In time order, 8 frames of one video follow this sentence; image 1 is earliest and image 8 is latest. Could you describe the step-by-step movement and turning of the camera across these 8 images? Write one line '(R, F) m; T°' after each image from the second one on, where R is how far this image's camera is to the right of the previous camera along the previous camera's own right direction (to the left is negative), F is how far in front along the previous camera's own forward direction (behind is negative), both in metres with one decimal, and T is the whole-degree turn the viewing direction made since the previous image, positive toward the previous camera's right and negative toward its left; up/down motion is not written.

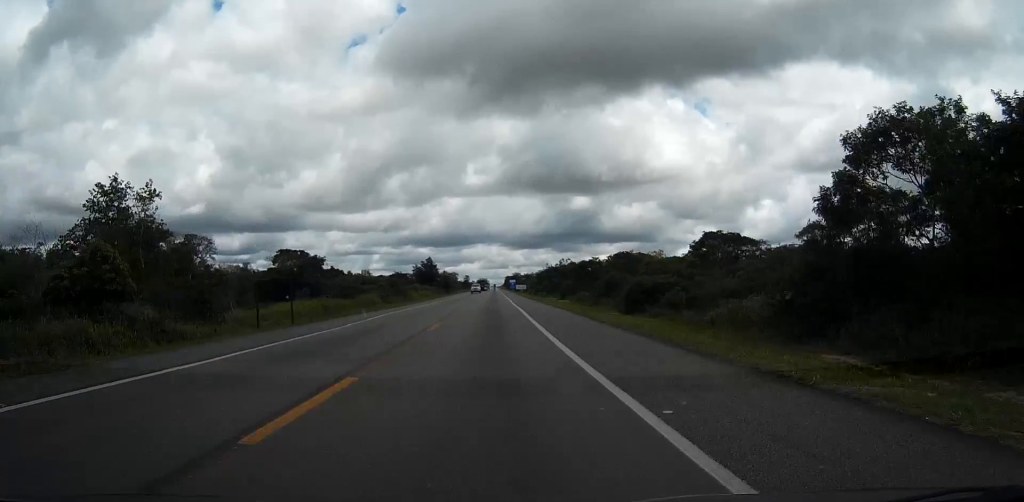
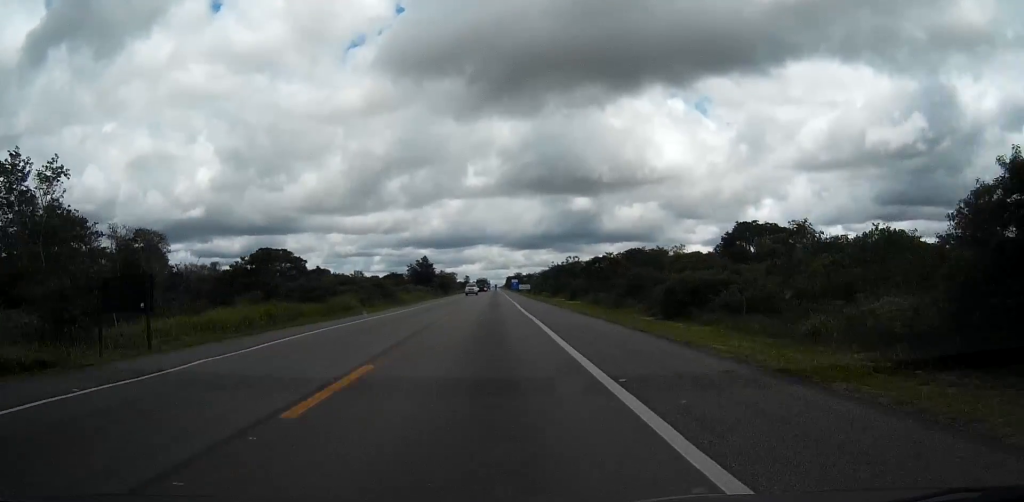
(-0.1, +15.0) m; 0°
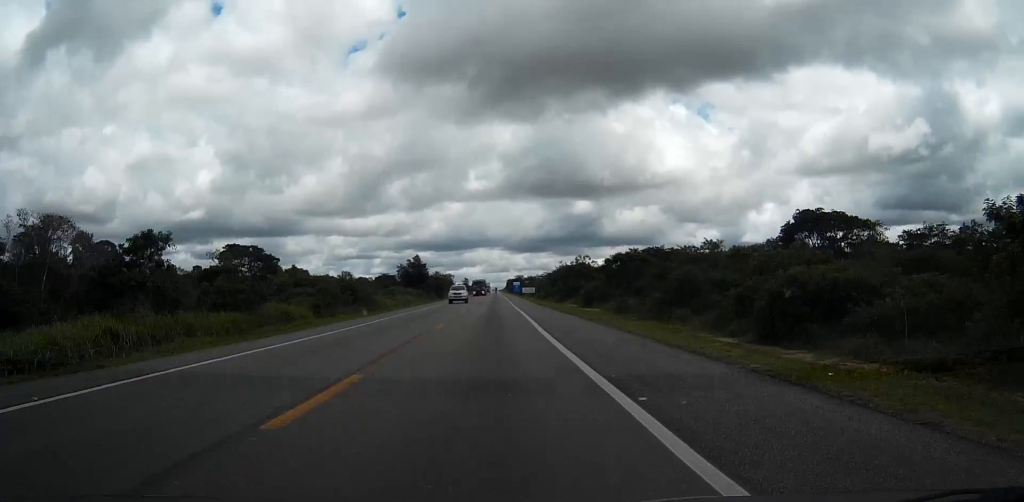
(0.0, +19.5) m; 0°
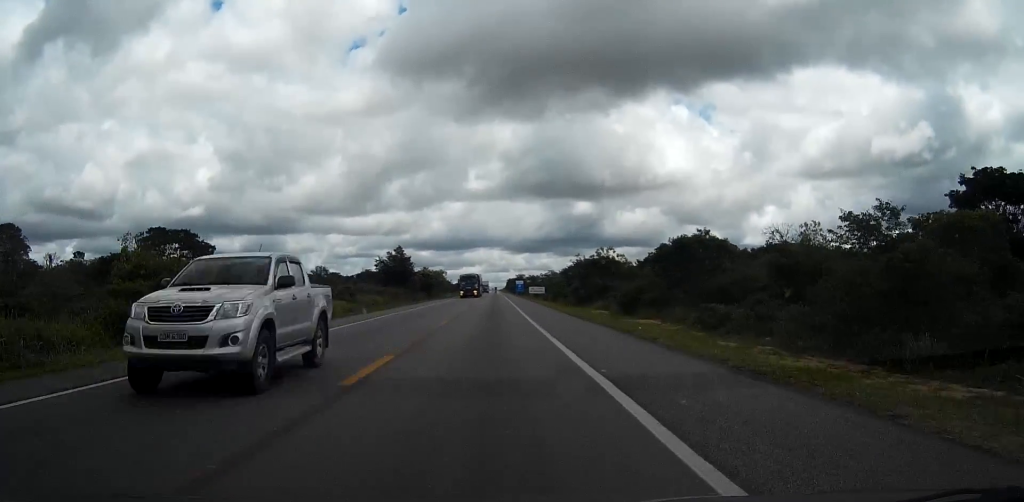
(+0.1, +31.2) m; 0°
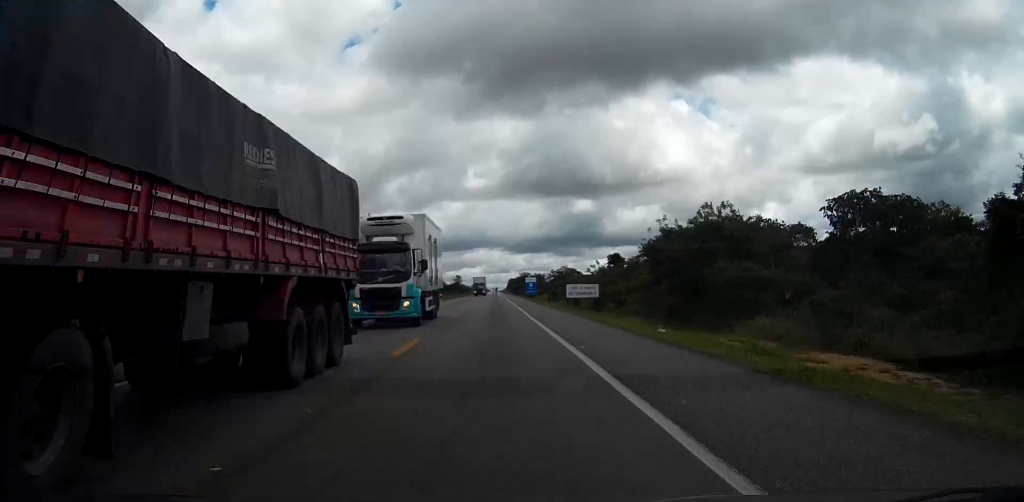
(-0.1, +60.7) m; 0°
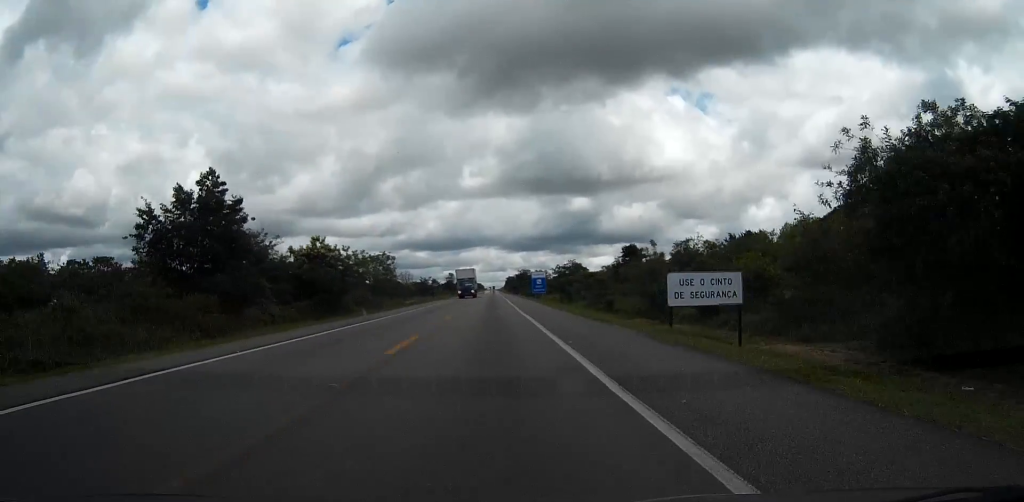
(0.0, +34.2) m; 0°
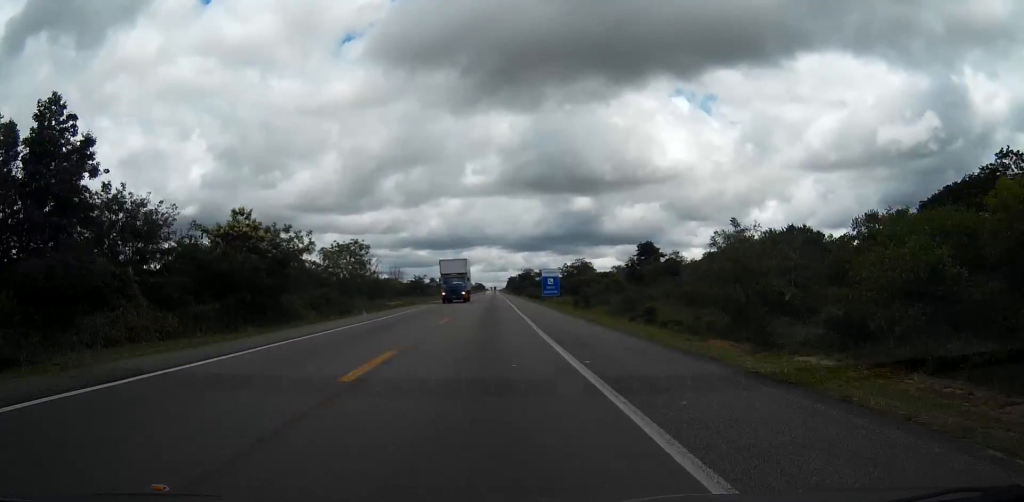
(0.0, +20.2) m; 0°
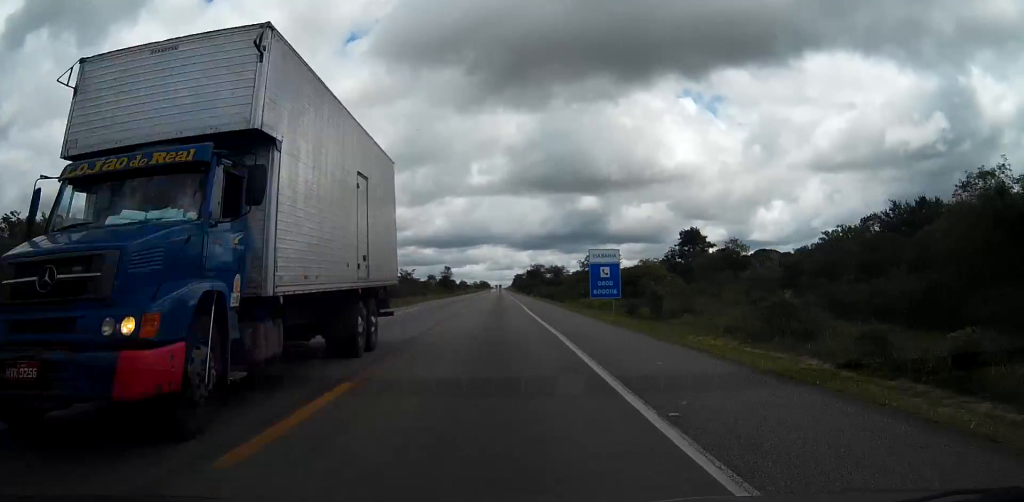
(0.0, +39.3) m; 0°
